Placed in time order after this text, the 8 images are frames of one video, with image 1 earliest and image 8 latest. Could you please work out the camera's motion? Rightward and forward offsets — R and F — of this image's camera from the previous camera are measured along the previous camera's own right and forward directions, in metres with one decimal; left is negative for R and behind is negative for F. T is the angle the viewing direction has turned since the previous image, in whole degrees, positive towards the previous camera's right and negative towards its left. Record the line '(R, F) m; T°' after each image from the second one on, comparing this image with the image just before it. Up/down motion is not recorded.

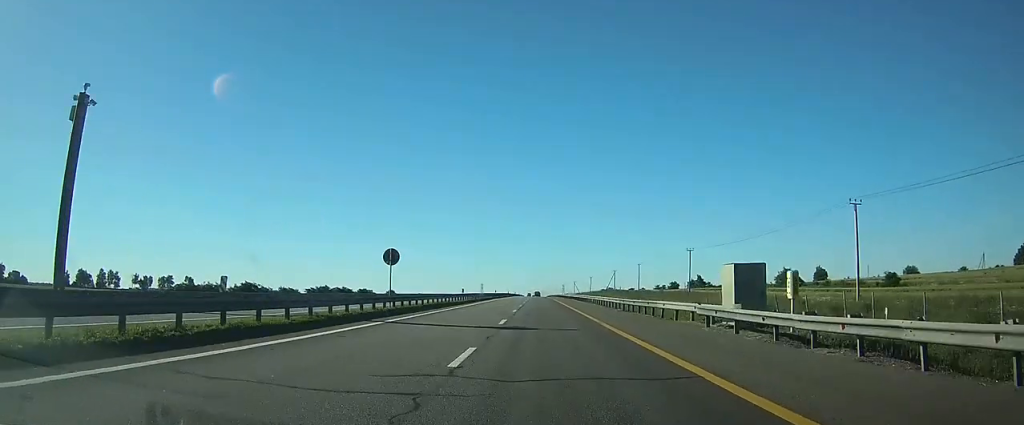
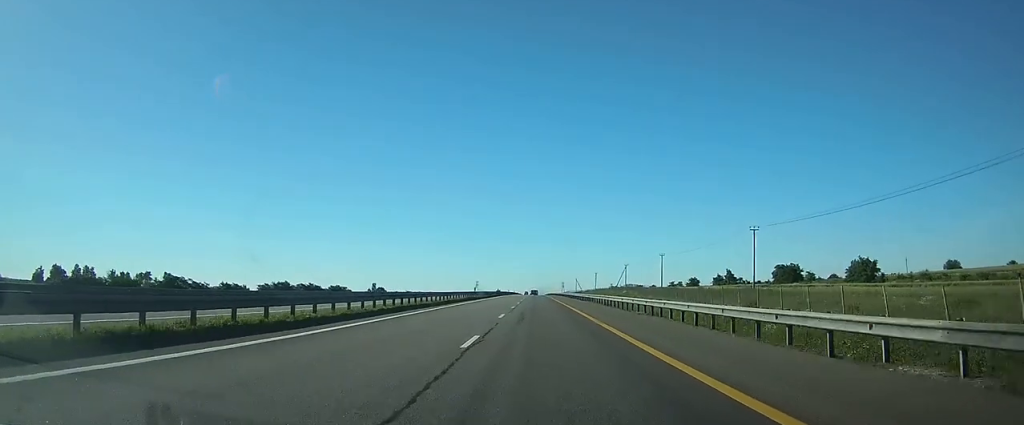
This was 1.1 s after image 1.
(0.0, +33.0) m; 0°
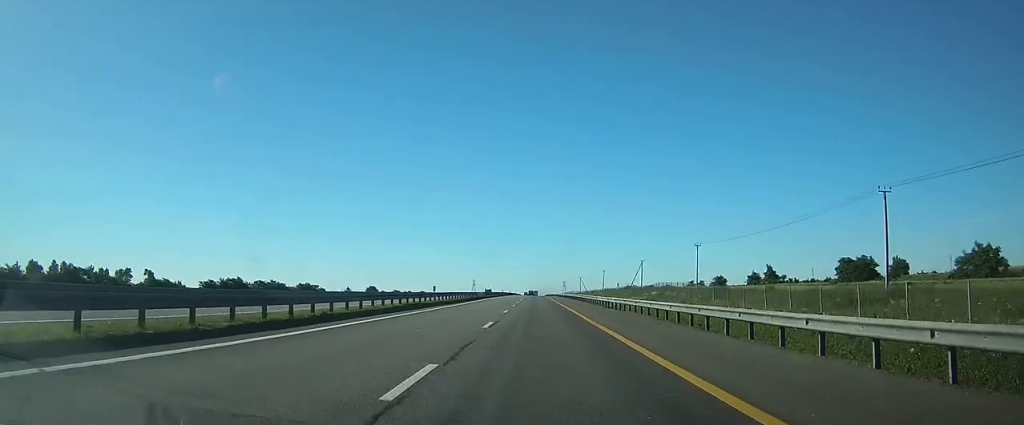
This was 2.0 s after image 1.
(0.0, +29.8) m; 0°
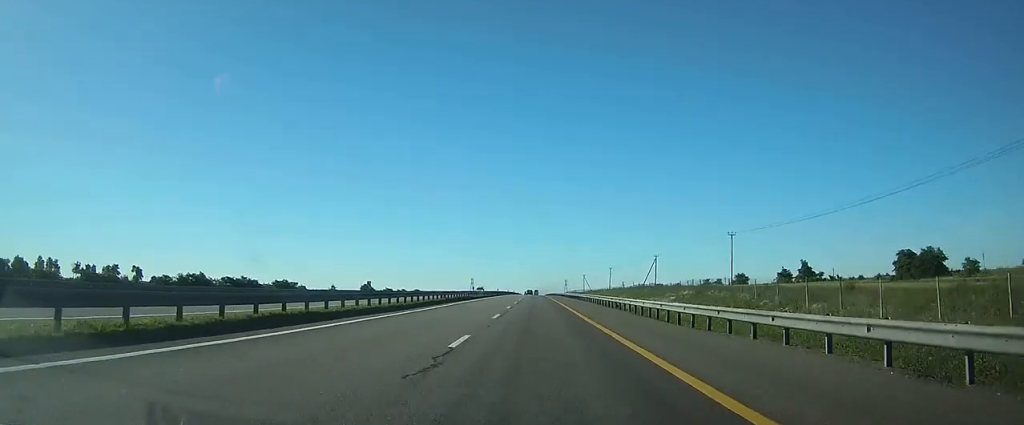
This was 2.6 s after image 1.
(0.0, +18.5) m; 0°
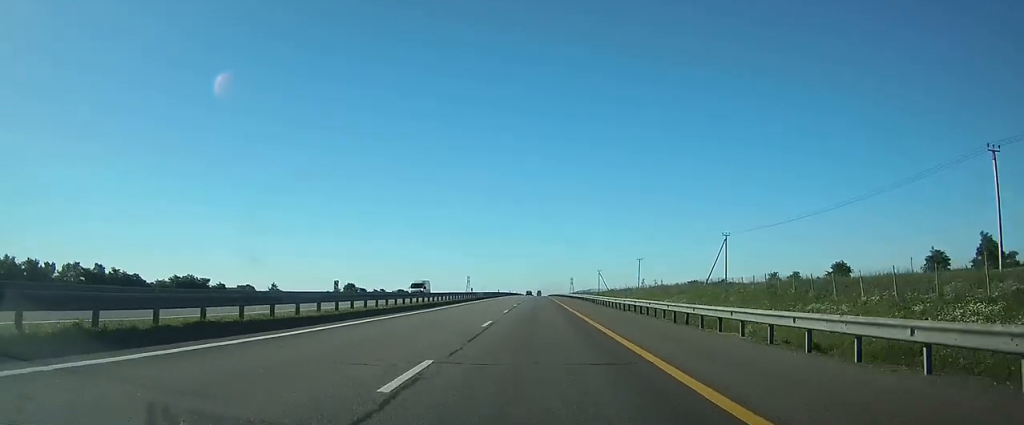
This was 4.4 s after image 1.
(-0.2, +53.1) m; 0°
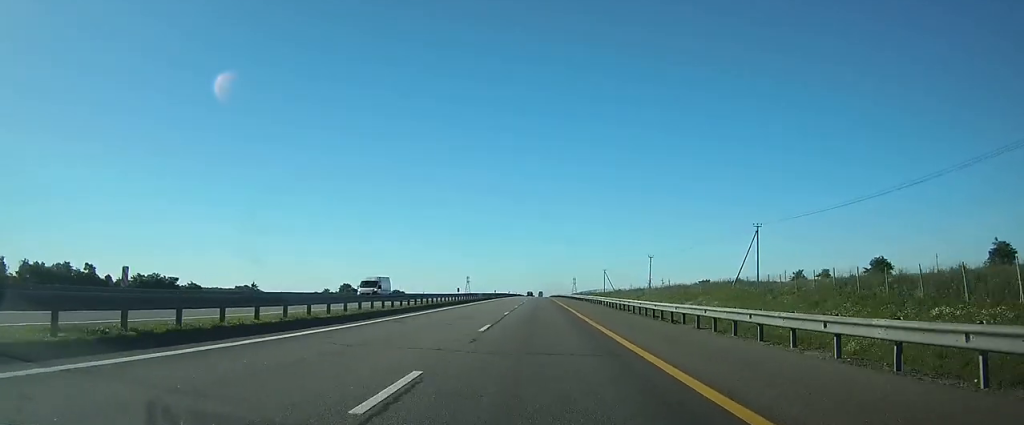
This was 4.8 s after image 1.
(0.0, +13.2) m; 0°
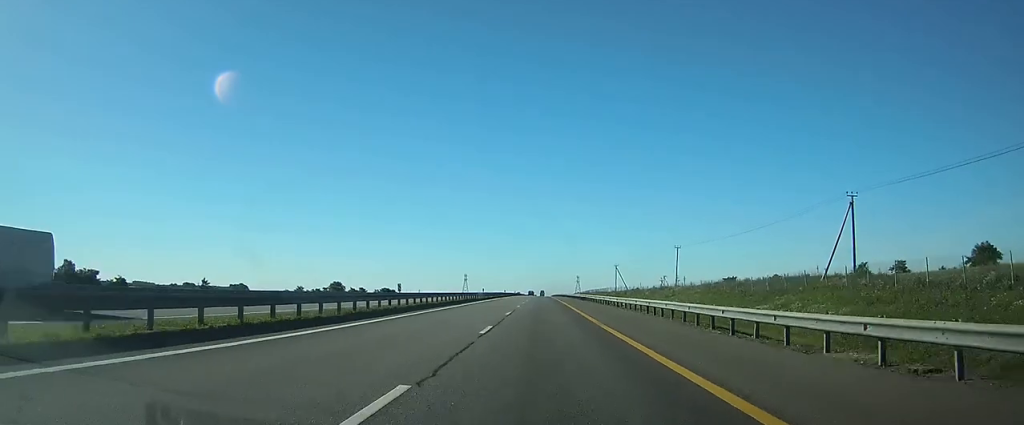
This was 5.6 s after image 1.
(0.0, +25.3) m; 0°
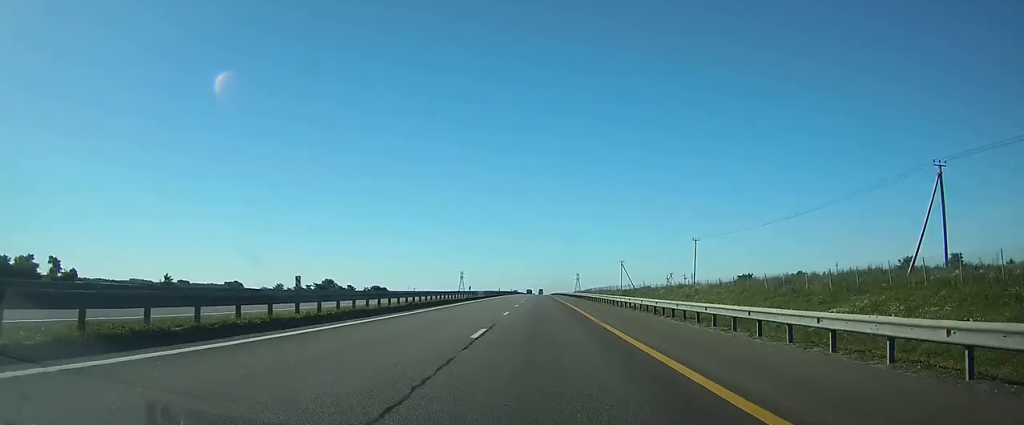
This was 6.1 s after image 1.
(0.0, +14.1) m; 0°
